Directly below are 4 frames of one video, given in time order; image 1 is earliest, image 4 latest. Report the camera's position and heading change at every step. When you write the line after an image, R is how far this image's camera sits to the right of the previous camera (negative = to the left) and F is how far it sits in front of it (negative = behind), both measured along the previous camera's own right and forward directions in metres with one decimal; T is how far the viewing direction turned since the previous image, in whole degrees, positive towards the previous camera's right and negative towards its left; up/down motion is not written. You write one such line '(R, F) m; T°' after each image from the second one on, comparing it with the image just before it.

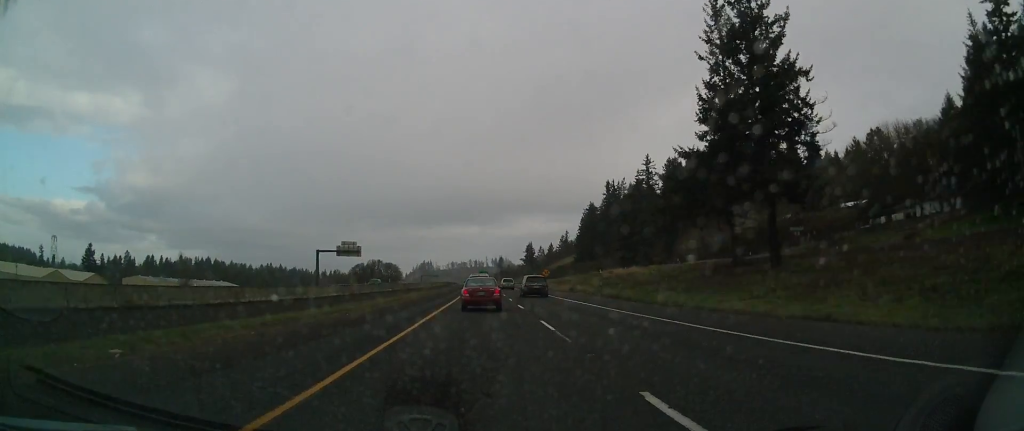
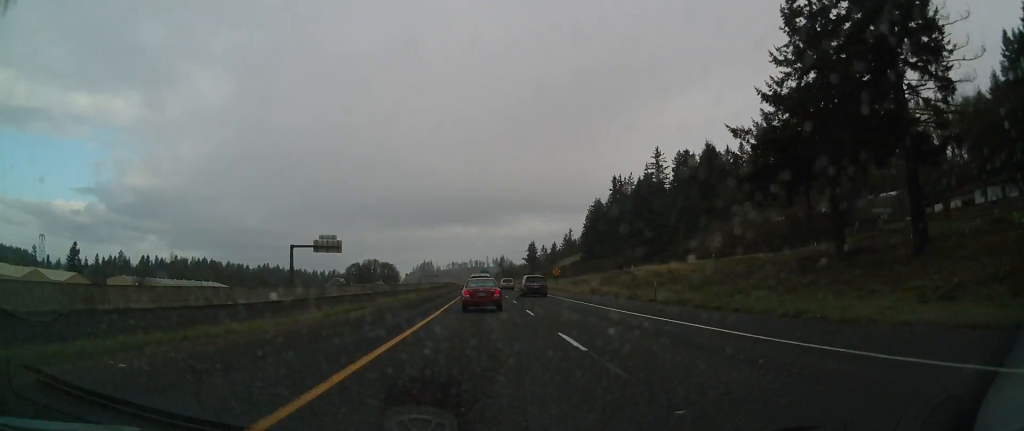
(+0.1, +17.3) m; 0°
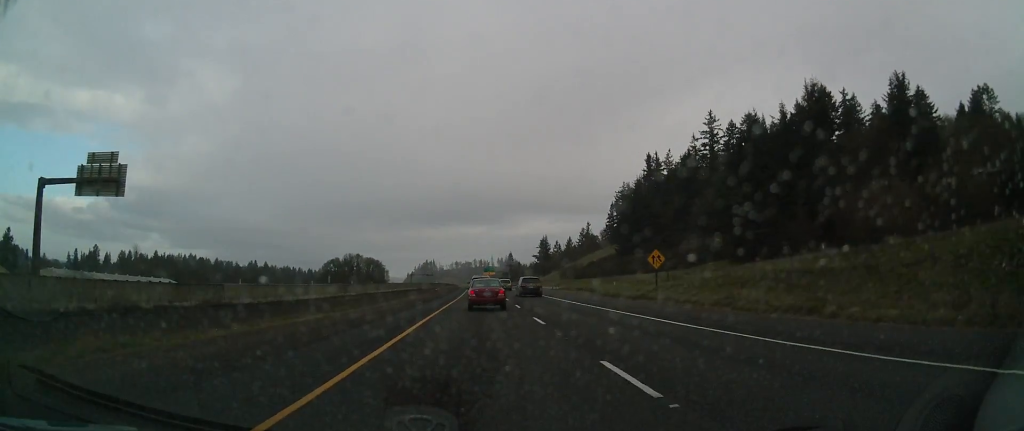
(+0.1, +65.7) m; -1°
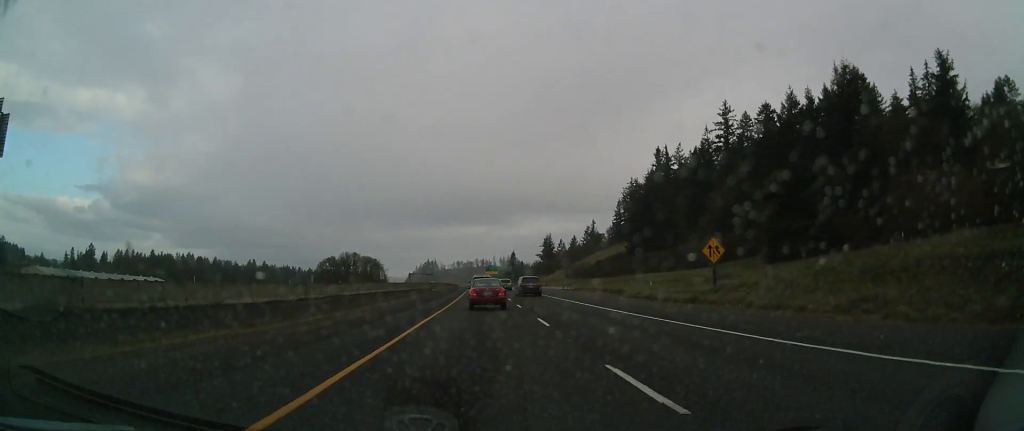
(-0.1, +12.6) m; 0°
